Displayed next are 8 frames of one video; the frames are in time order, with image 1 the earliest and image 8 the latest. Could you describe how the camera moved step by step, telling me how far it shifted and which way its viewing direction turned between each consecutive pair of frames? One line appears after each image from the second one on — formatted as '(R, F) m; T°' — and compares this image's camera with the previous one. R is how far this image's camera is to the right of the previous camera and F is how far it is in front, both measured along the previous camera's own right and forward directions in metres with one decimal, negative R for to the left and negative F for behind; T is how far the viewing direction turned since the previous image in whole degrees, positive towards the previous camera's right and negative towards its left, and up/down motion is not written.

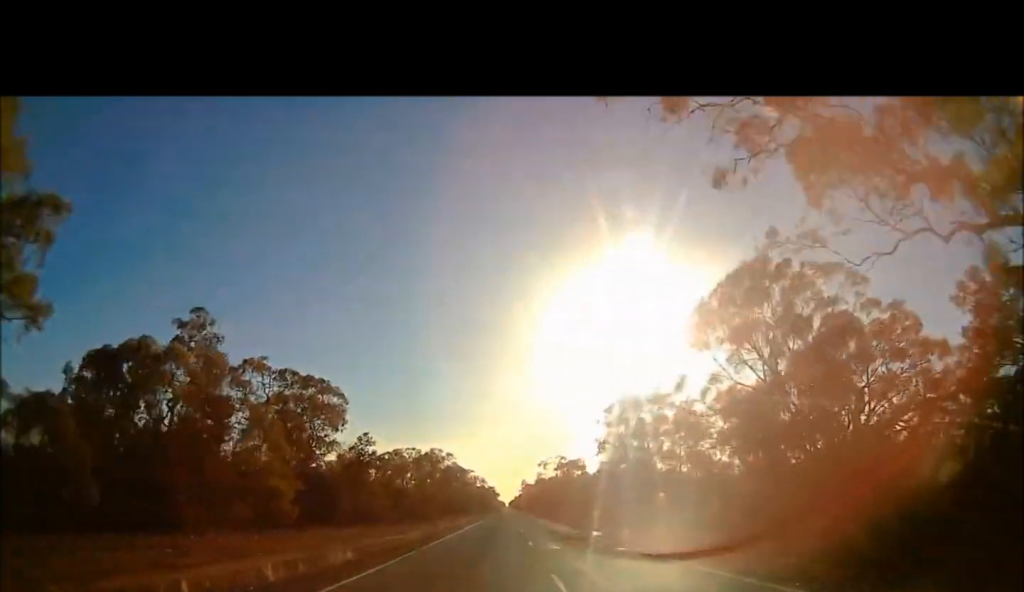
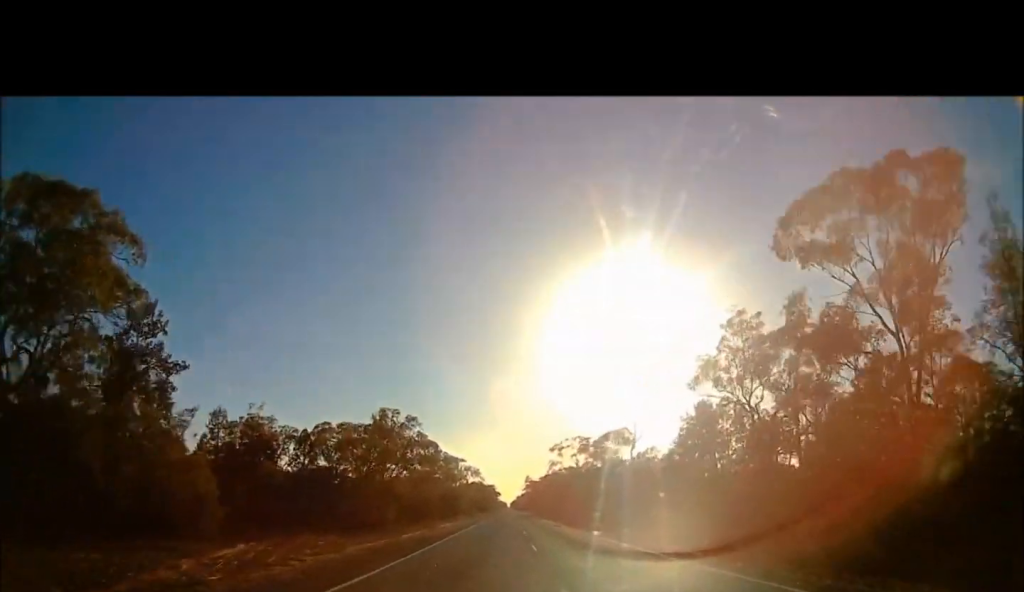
(-0.6, +50.6) m; -2°
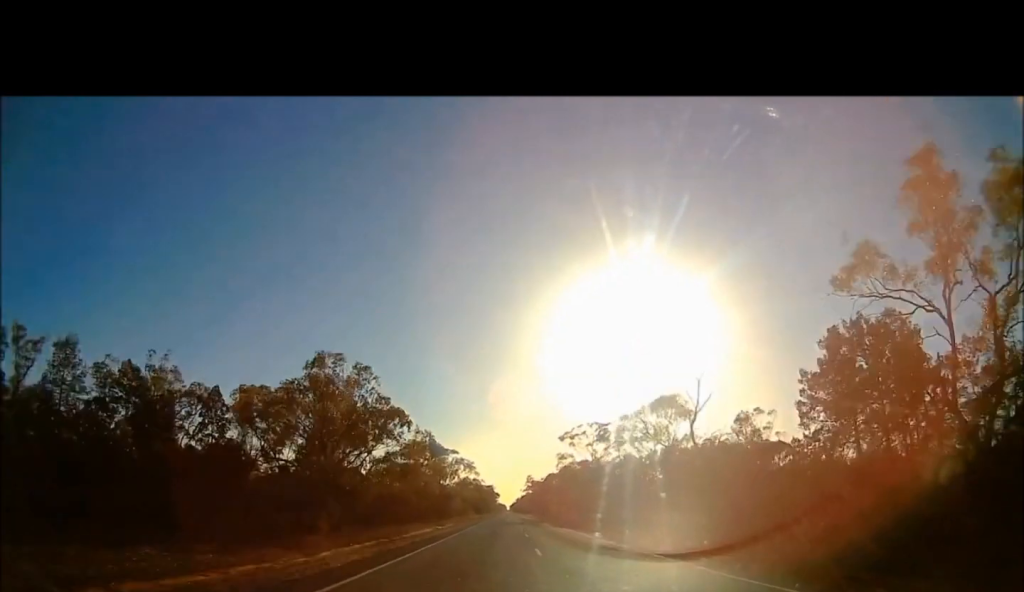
(-0.1, +25.7) m; 0°
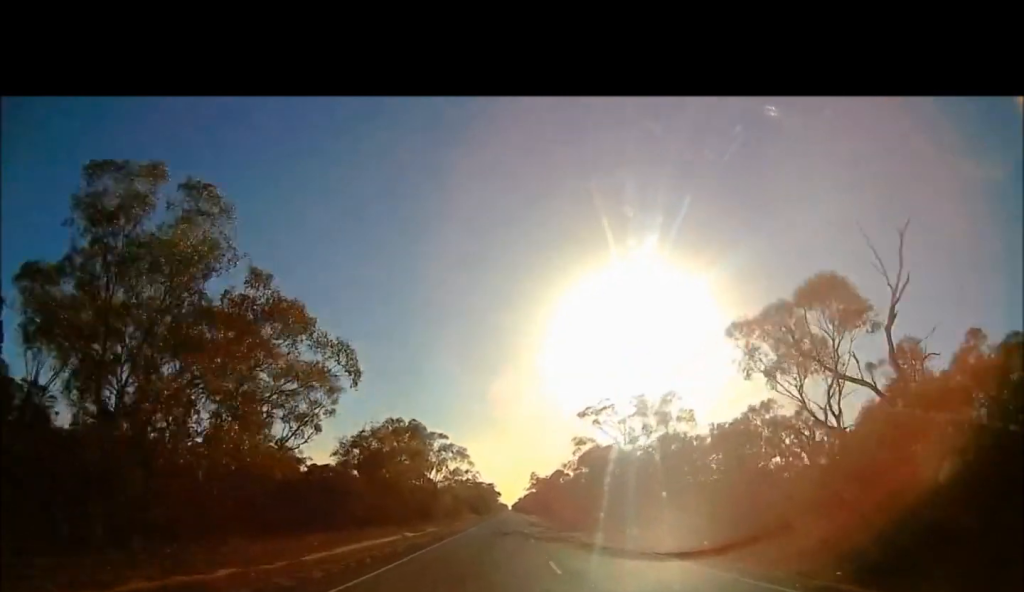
(-0.1, +28.9) m; +1°
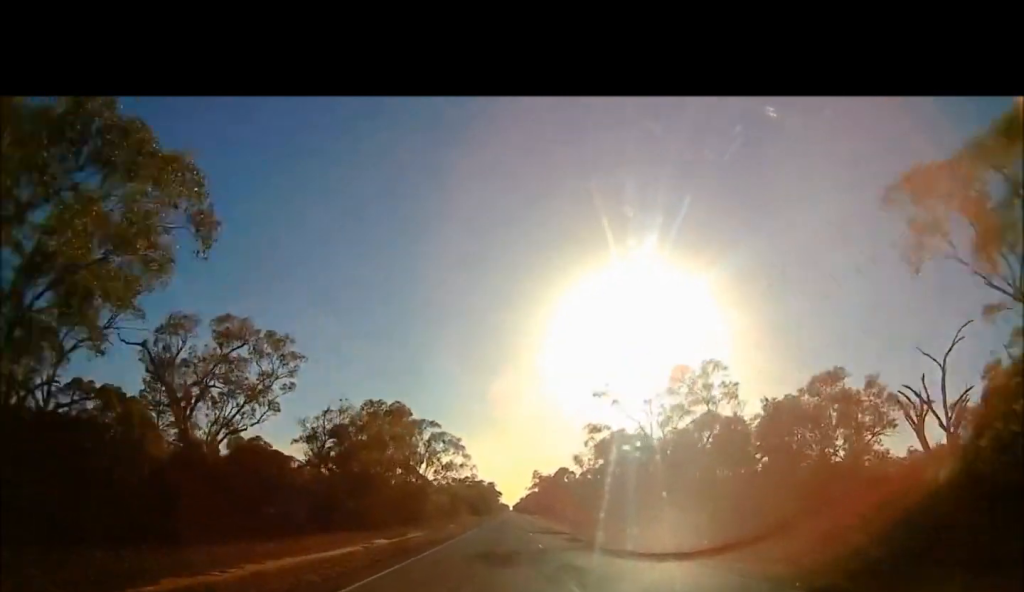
(-0.1, +15.6) m; +1°
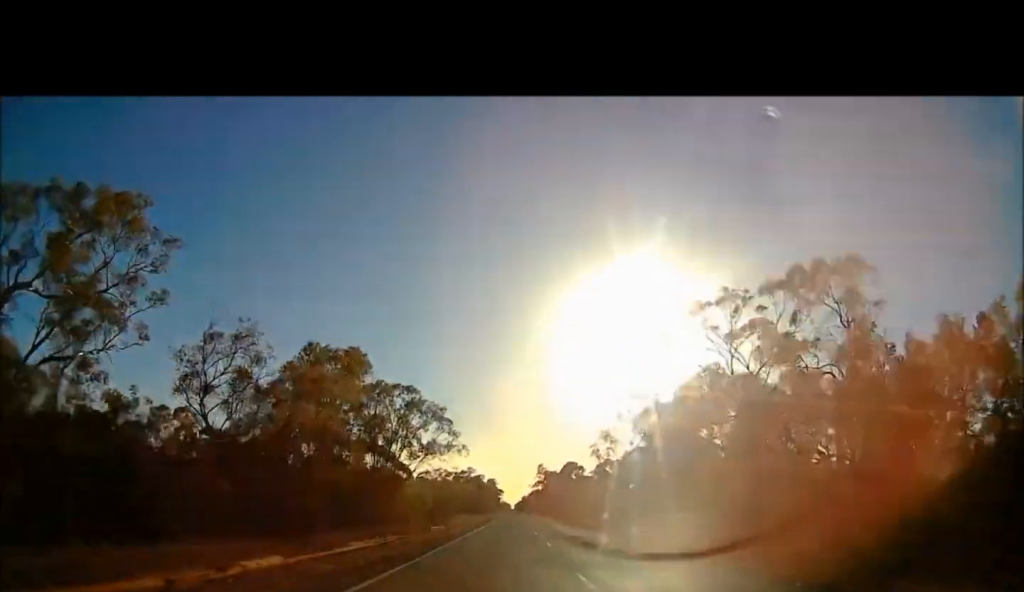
(+0.6, +24.6) m; +1°
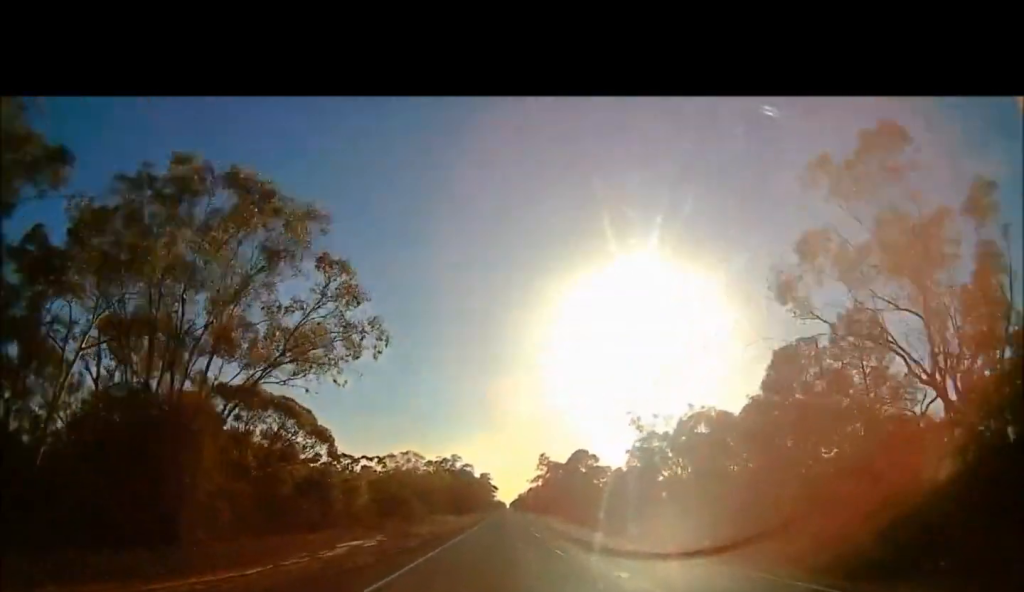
(+0.1, +41.4) m; -1°
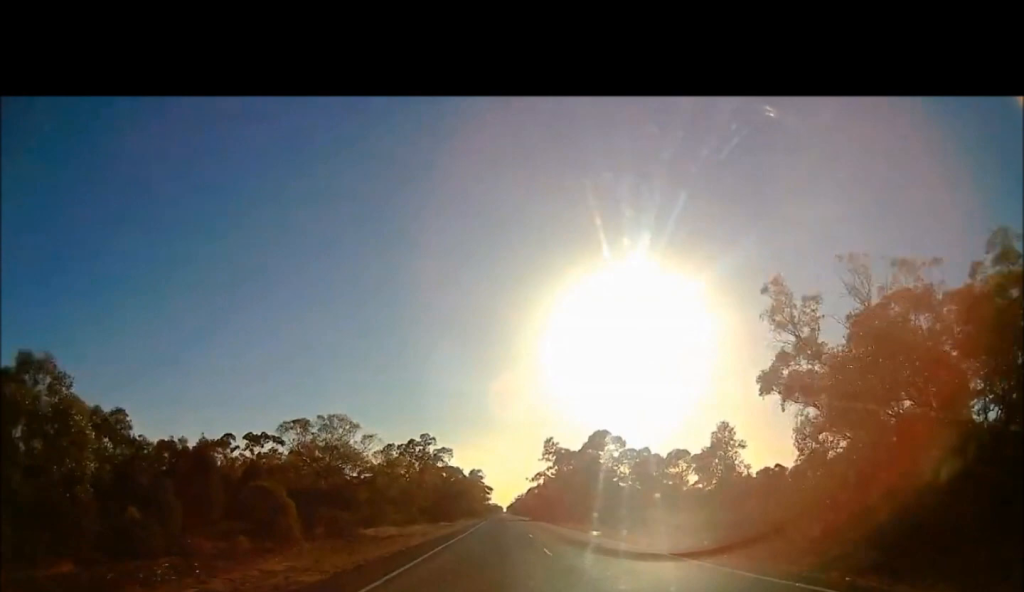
(-0.4, +44.9) m; 0°
